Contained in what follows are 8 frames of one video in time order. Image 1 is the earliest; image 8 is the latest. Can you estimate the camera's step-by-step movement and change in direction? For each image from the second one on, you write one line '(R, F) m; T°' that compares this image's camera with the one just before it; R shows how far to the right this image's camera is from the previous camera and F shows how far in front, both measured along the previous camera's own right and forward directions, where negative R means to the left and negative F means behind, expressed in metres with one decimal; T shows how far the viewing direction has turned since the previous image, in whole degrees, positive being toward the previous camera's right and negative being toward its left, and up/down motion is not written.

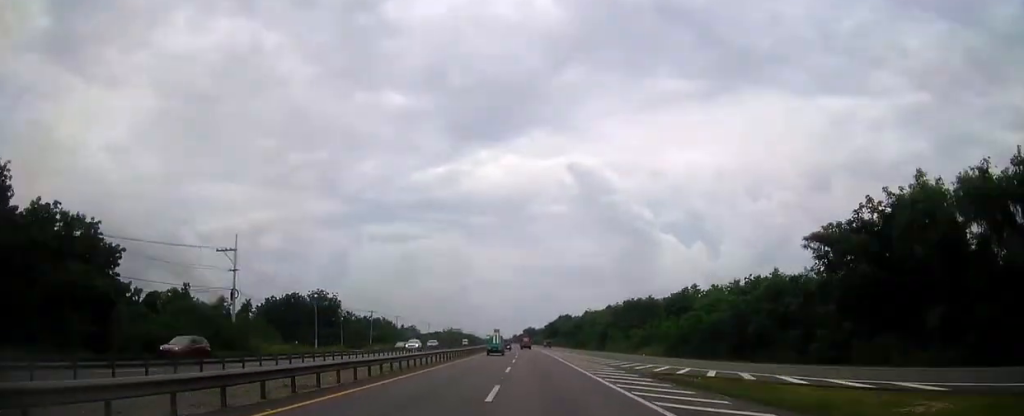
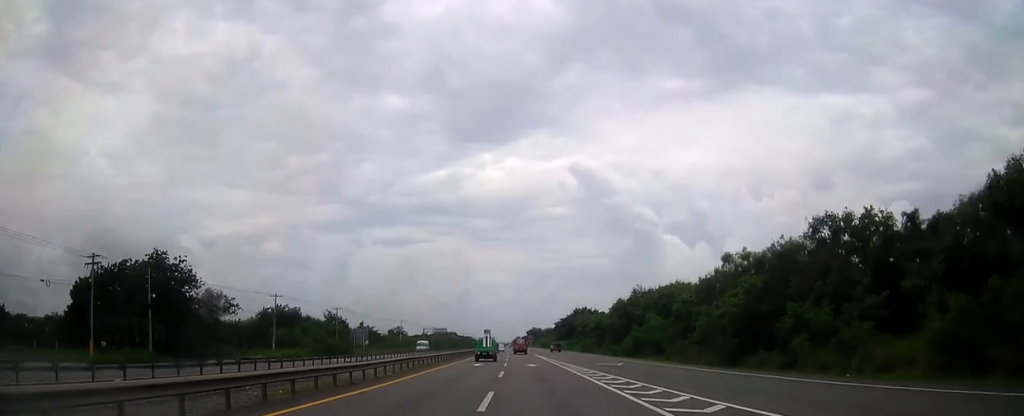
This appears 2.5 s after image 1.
(+0.1, +68.7) m; -1°
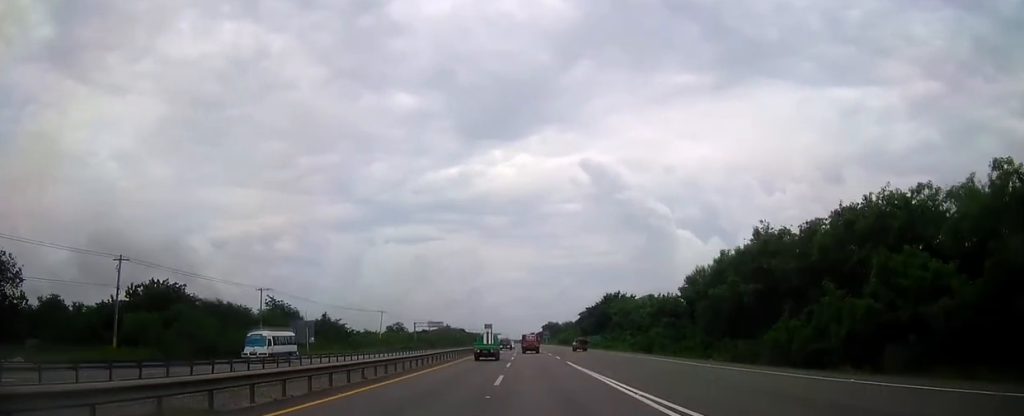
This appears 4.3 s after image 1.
(-0.4, +48.5) m; -1°
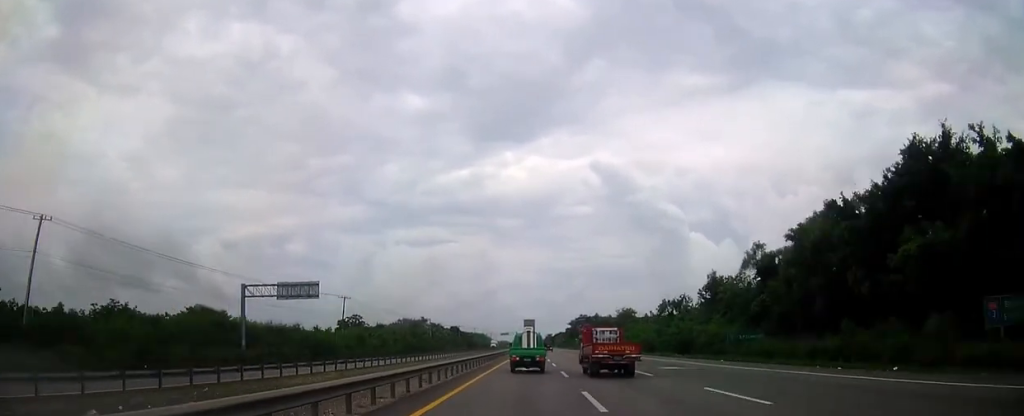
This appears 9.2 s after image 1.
(-2.2, +127.0) m; -1°
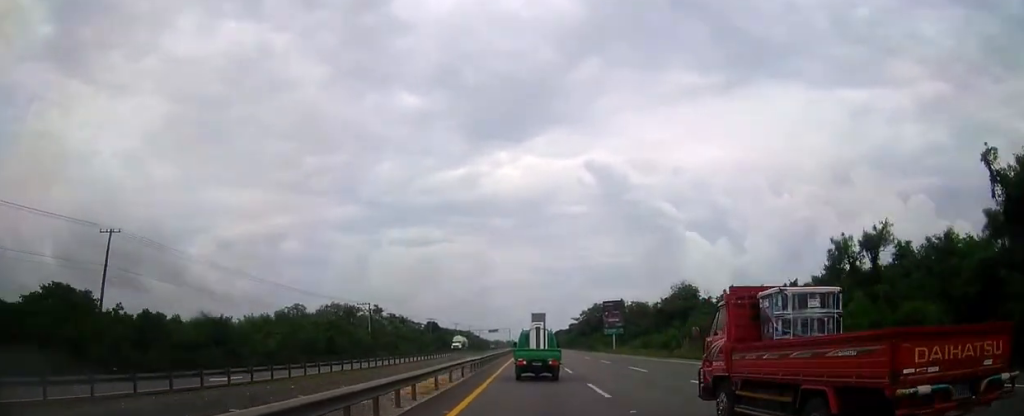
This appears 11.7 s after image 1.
(+0.2, +63.3) m; +1°
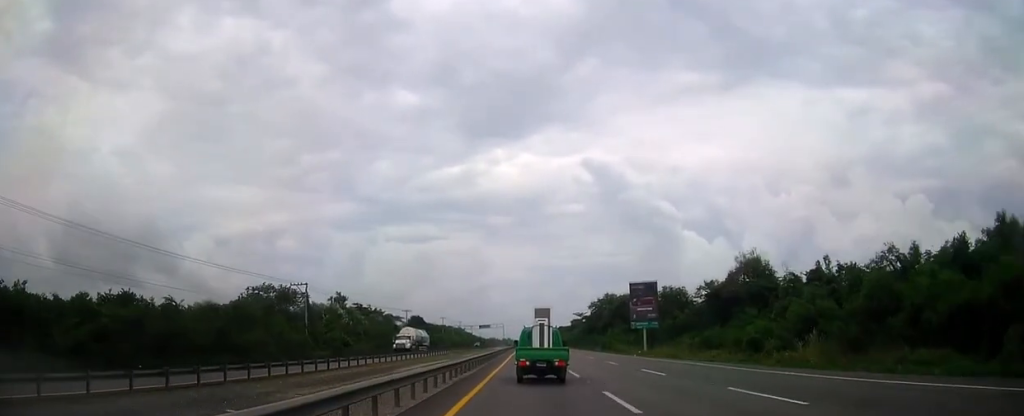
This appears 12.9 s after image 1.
(+0.1, +30.4) m; 0°
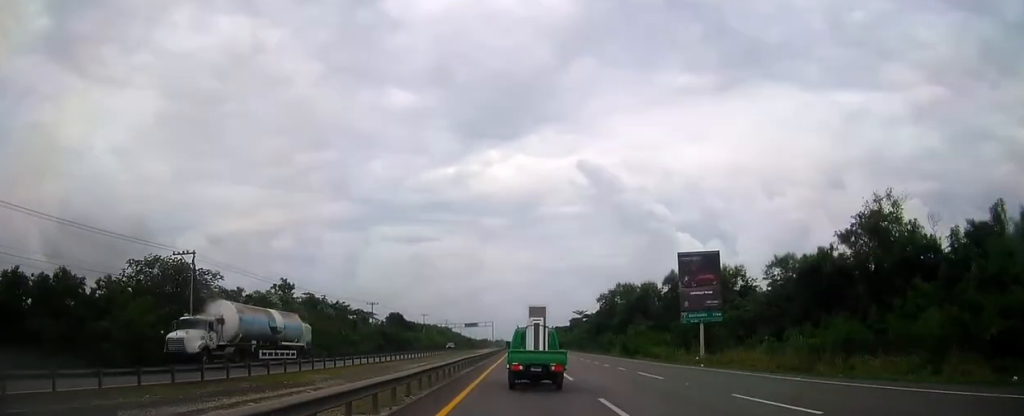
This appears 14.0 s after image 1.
(+0.2, +28.0) m; 0°
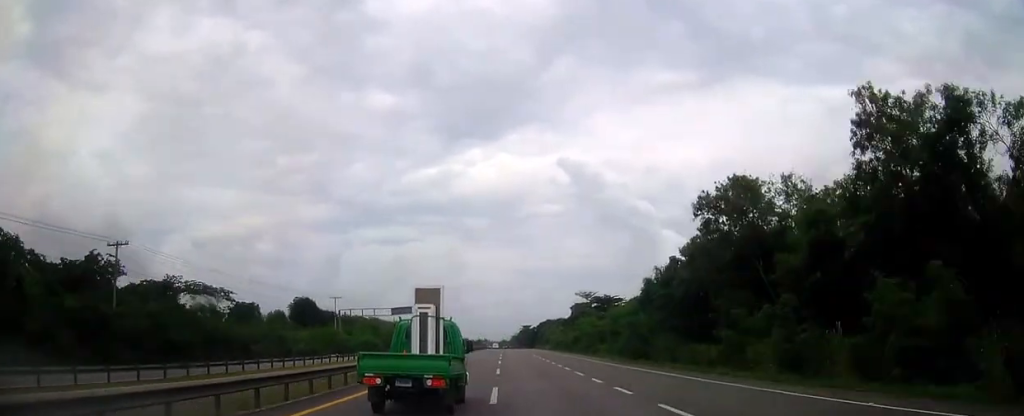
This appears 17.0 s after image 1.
(+0.7, +76.6) m; +1°
